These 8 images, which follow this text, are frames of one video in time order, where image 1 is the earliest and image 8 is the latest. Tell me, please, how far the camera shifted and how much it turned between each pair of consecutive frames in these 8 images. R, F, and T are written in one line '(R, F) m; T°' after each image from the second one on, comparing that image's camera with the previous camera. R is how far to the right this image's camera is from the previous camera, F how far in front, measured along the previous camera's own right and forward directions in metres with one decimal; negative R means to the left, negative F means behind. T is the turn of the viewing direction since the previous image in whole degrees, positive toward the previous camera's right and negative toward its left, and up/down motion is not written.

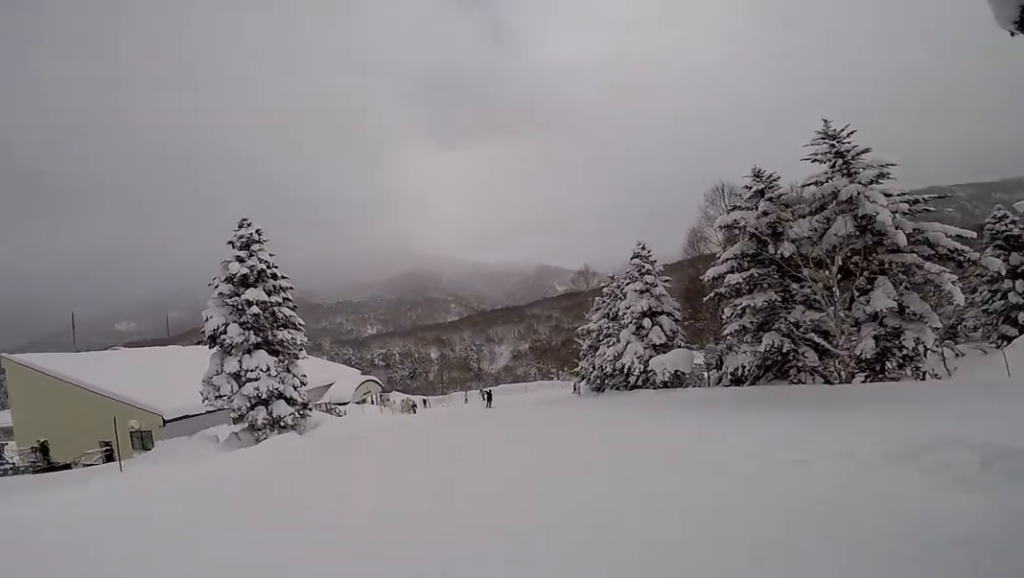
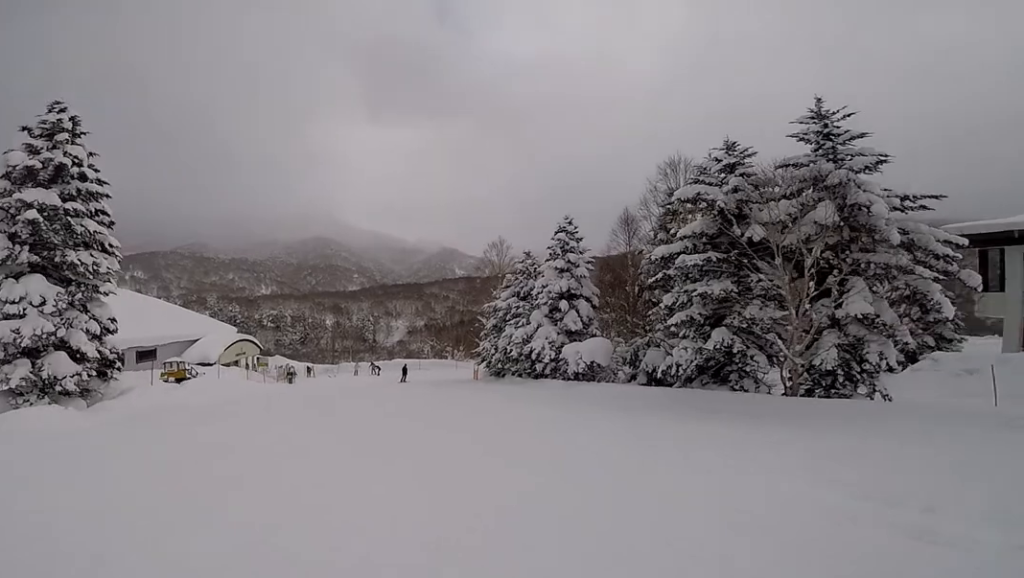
(+1.0, +5.5) m; +27°
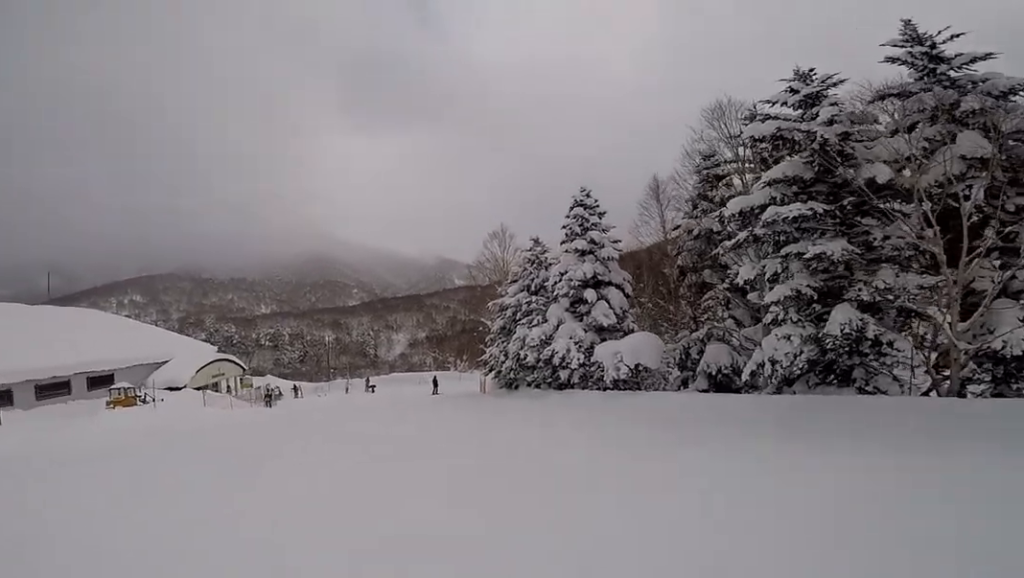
(+1.7, +5.6) m; -6°
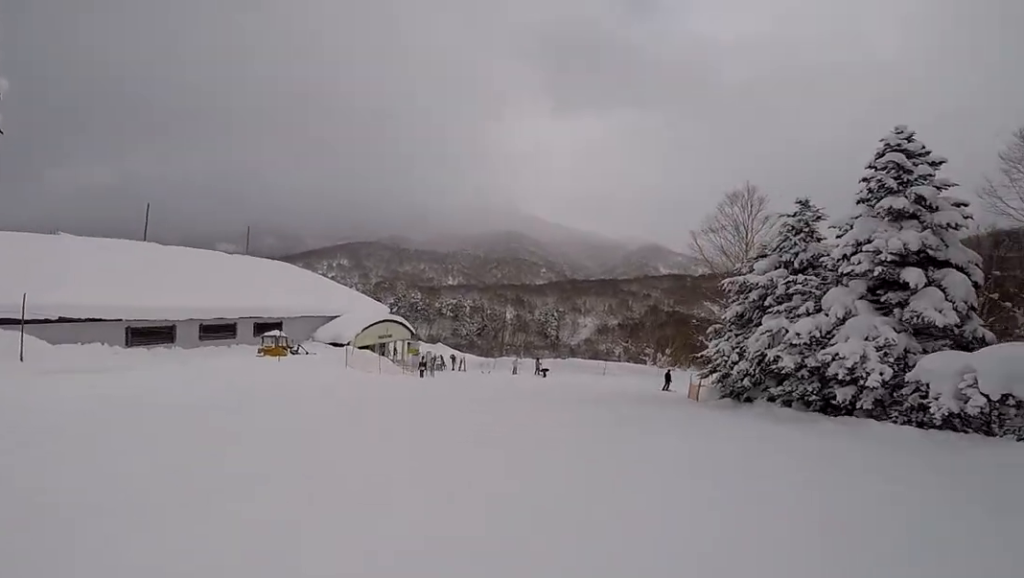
(-2.2, +4.4) m; -18°
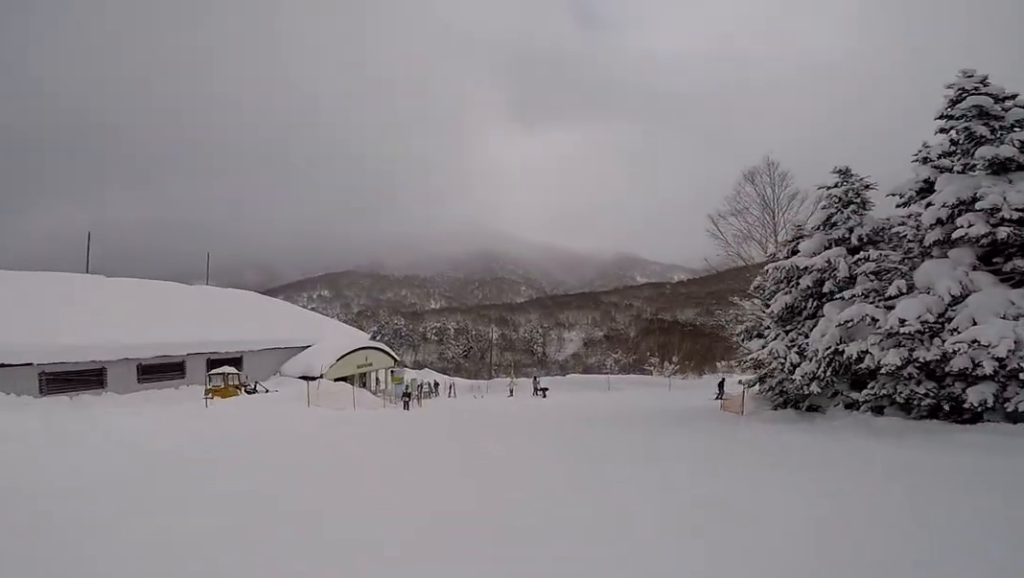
(+0.5, +4.7) m; +7°
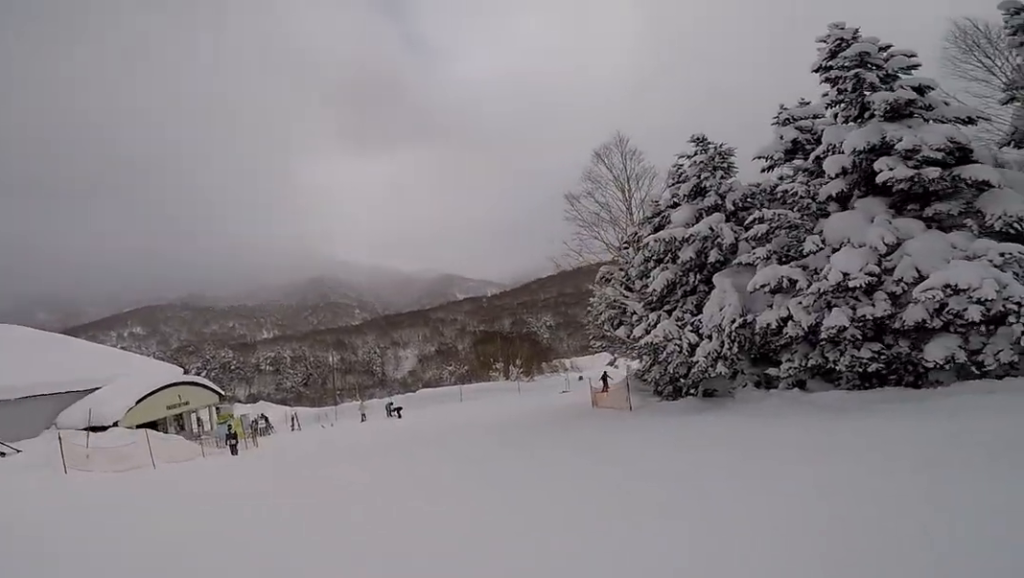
(+0.3, +4.9) m; +9°
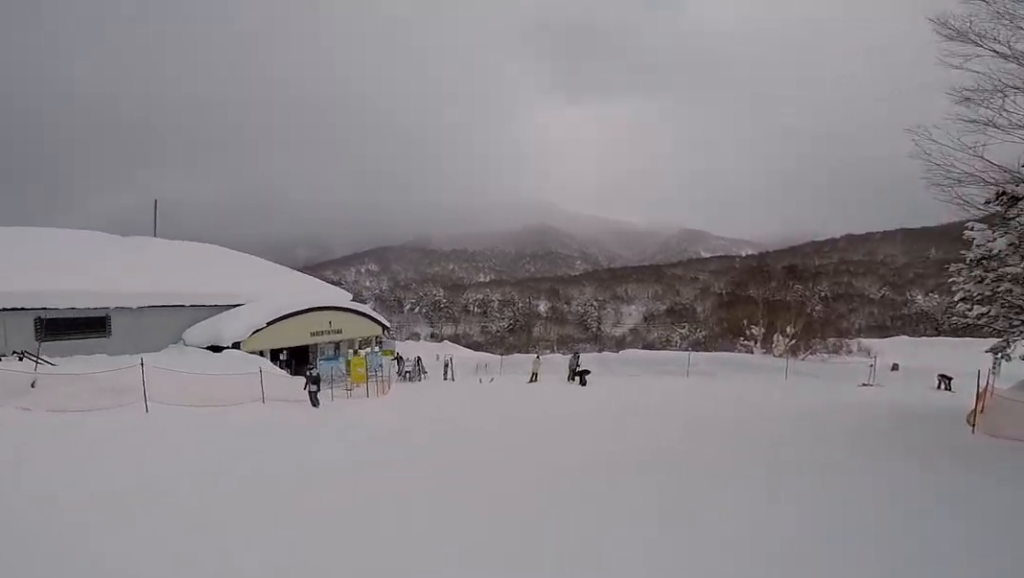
(+0.6, +8.5) m; -6°
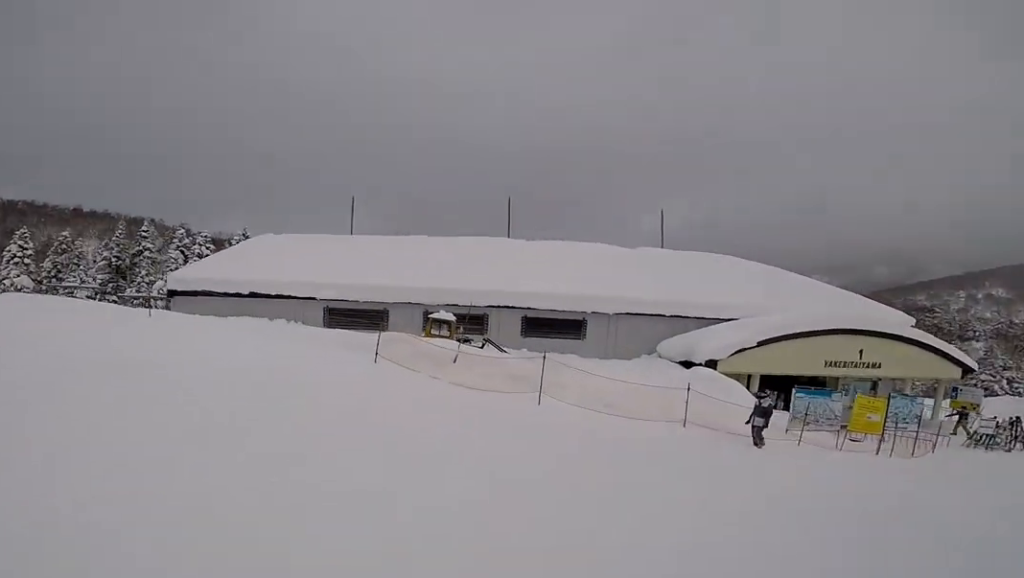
(-0.1, +3.2) m; -13°
